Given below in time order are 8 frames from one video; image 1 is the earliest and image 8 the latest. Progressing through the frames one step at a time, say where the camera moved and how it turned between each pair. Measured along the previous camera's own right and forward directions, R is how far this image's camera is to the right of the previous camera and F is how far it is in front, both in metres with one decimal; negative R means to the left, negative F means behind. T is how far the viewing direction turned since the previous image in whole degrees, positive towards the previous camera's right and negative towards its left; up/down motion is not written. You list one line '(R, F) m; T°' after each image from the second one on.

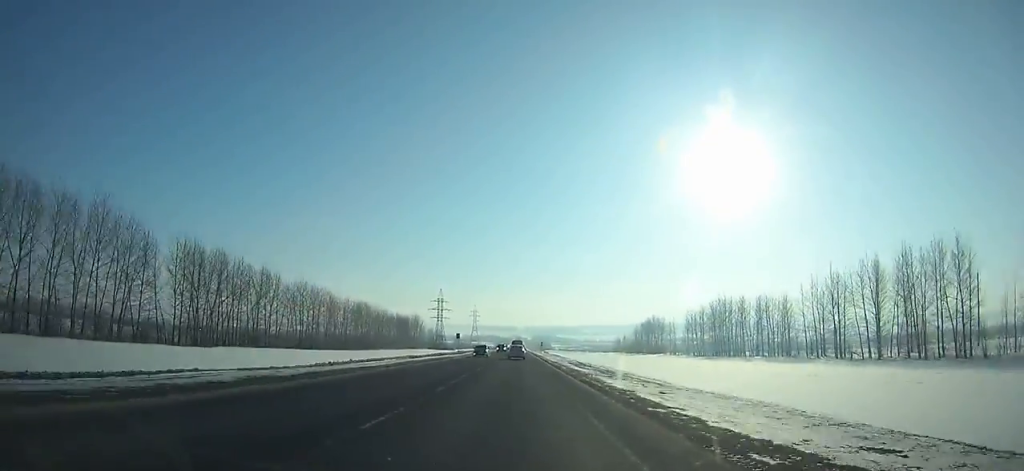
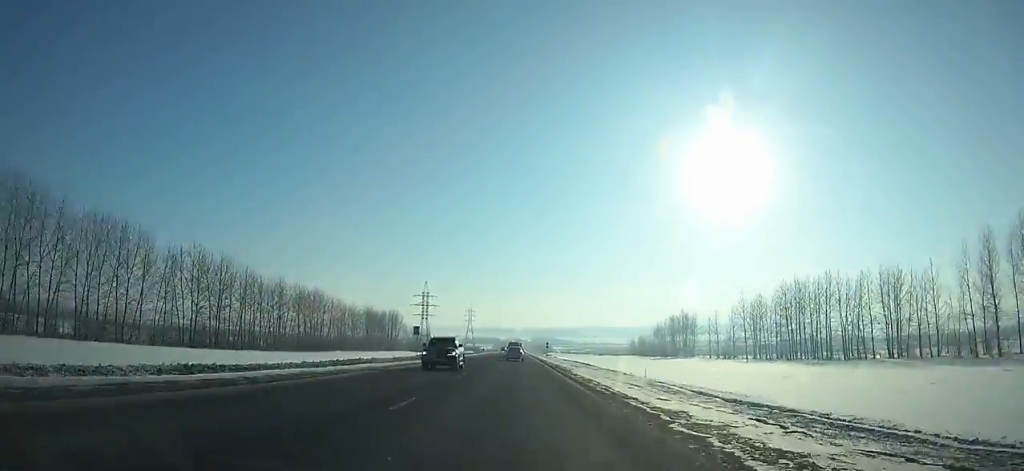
(+0.1, +45.4) m; 0°
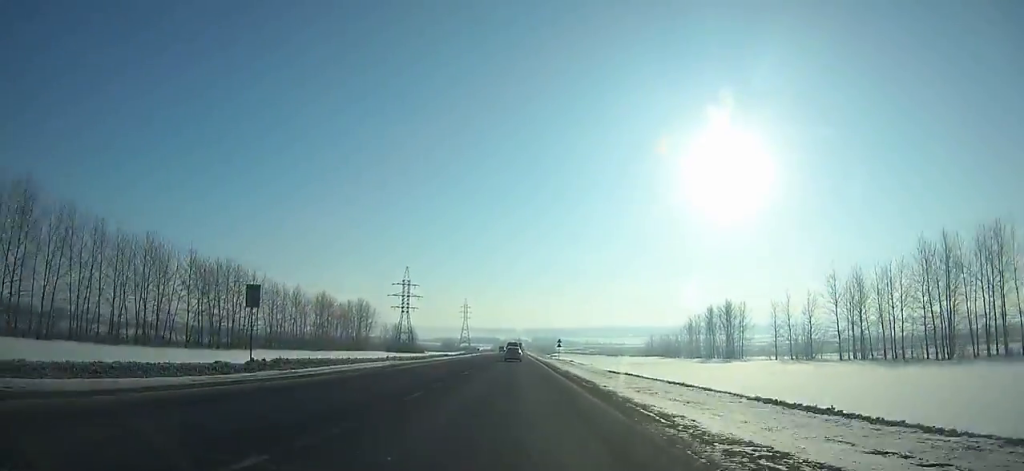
(0.0, +43.4) m; 0°
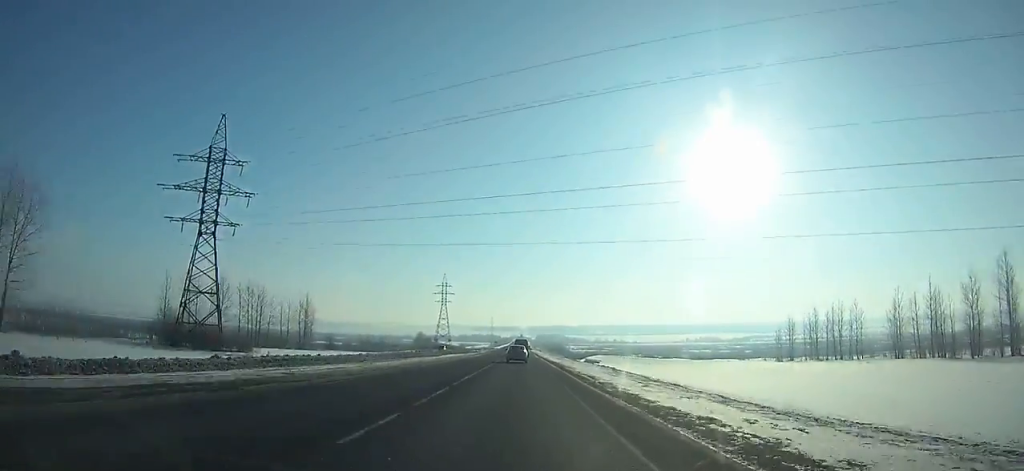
(-0.1, +134.4) m; 0°
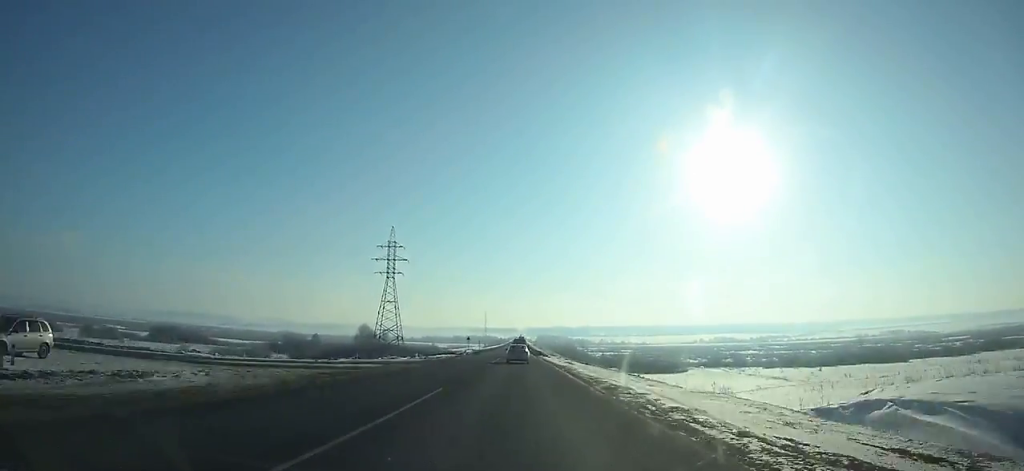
(-0.2, +121.2) m; 0°
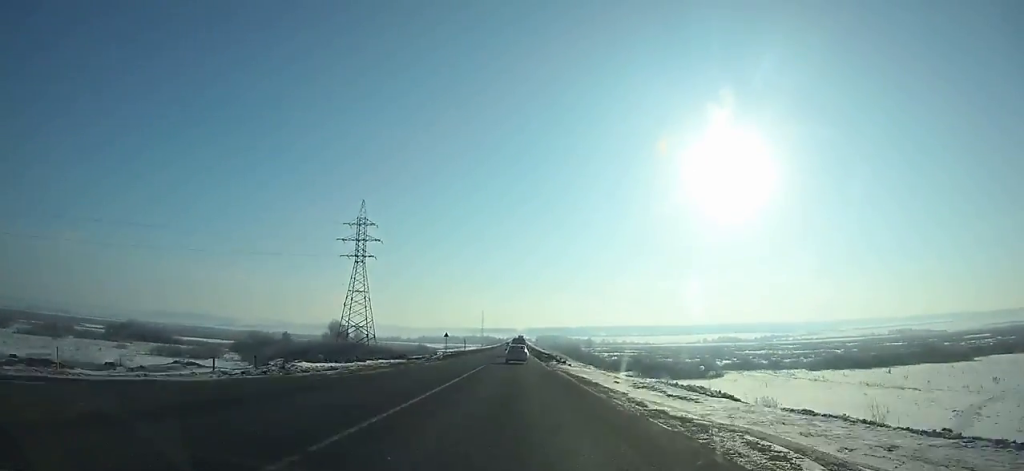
(+0.2, +35.1) m; 0°
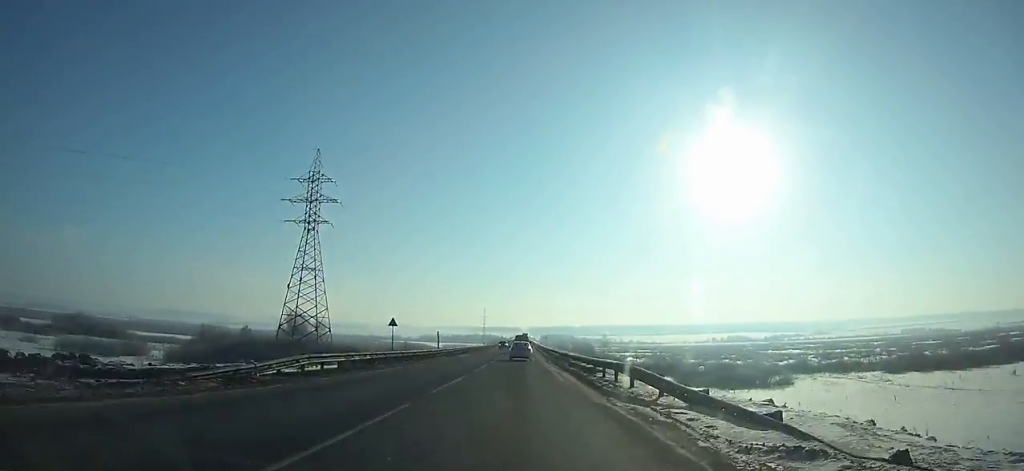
(+0.2, +39.5) m; 0°
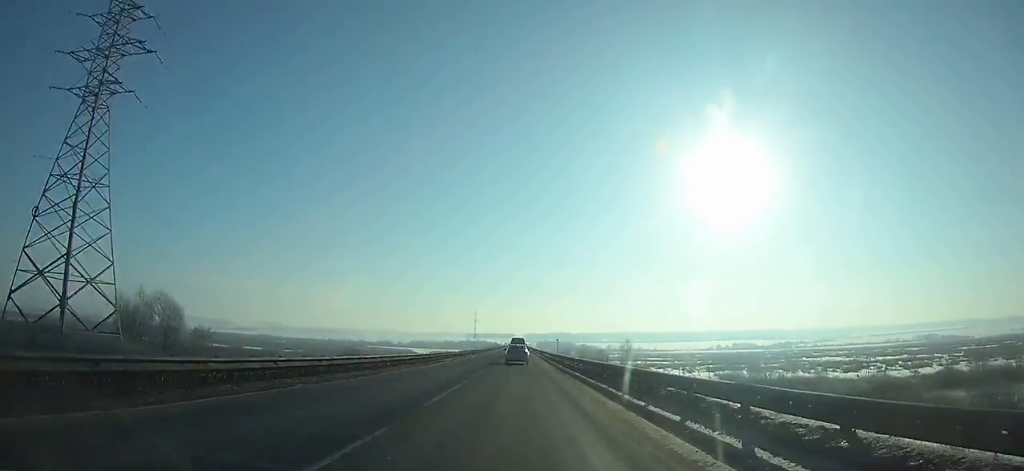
(-0.4, +63.5) m; 0°
